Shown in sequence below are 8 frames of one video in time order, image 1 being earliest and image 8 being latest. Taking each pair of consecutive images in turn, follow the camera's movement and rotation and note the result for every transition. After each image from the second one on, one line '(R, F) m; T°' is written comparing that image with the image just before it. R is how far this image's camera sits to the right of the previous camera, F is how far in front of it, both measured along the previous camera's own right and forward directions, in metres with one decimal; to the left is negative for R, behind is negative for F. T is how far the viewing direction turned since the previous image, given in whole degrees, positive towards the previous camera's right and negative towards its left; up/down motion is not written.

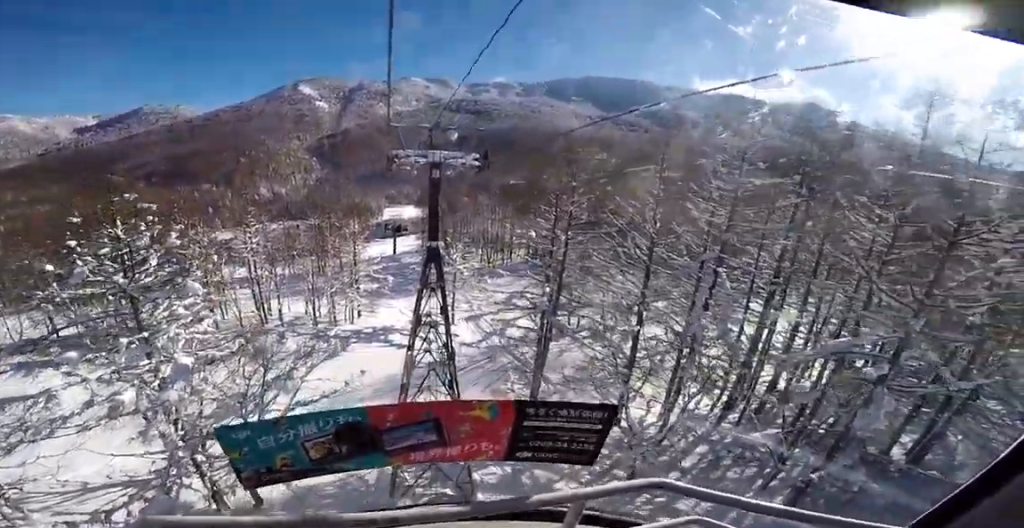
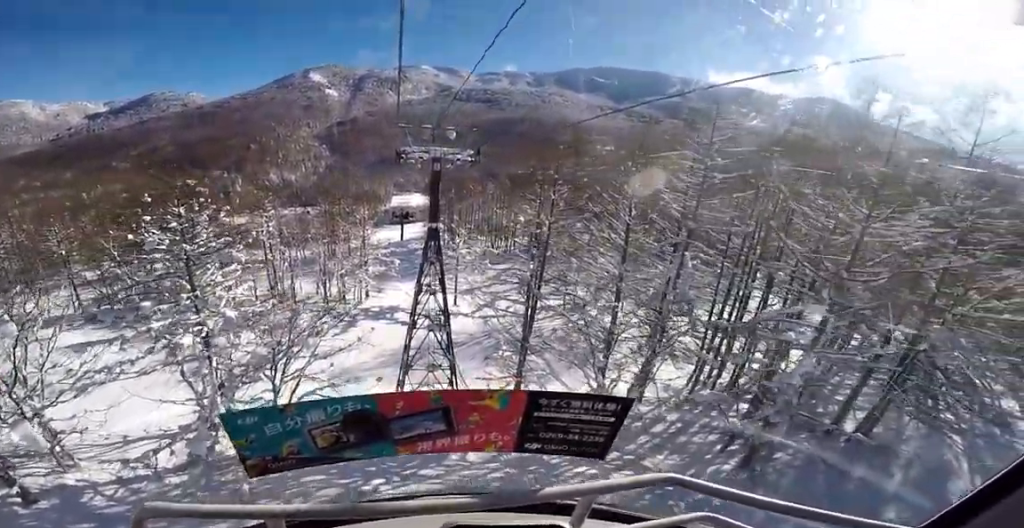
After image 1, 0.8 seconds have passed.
(0.0, +4.0) m; 0°
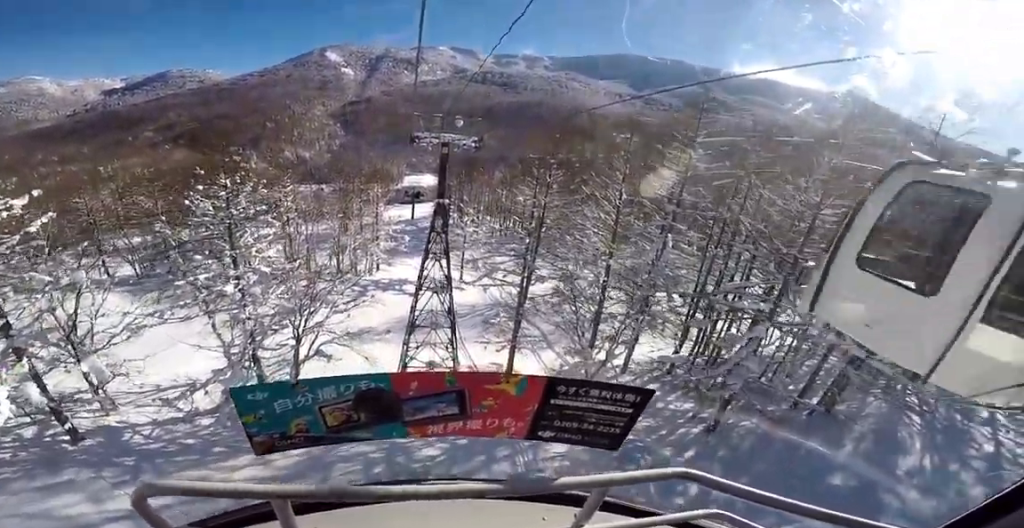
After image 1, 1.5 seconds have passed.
(0.0, +3.5) m; 0°
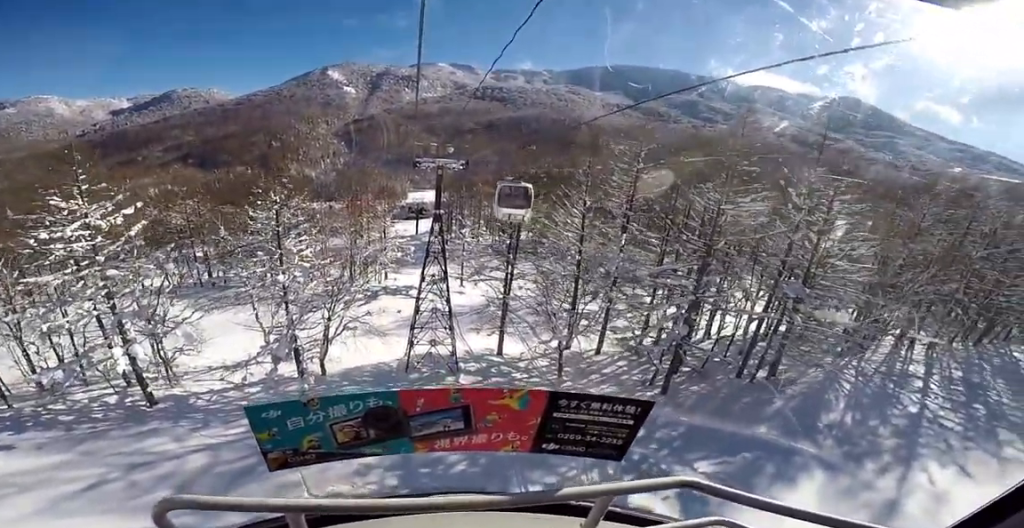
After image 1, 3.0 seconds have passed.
(0.0, +7.5) m; 0°
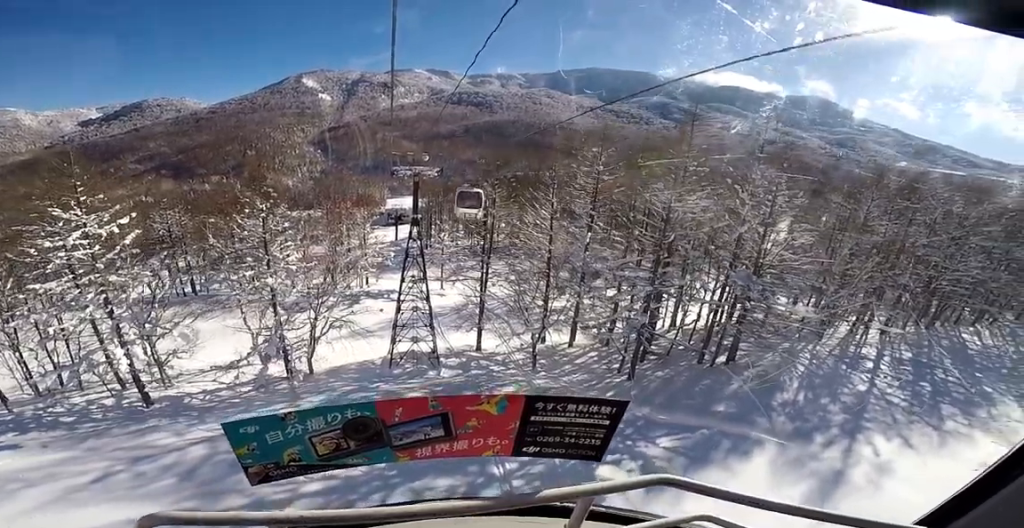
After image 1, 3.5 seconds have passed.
(0.0, +2.5) m; 0°
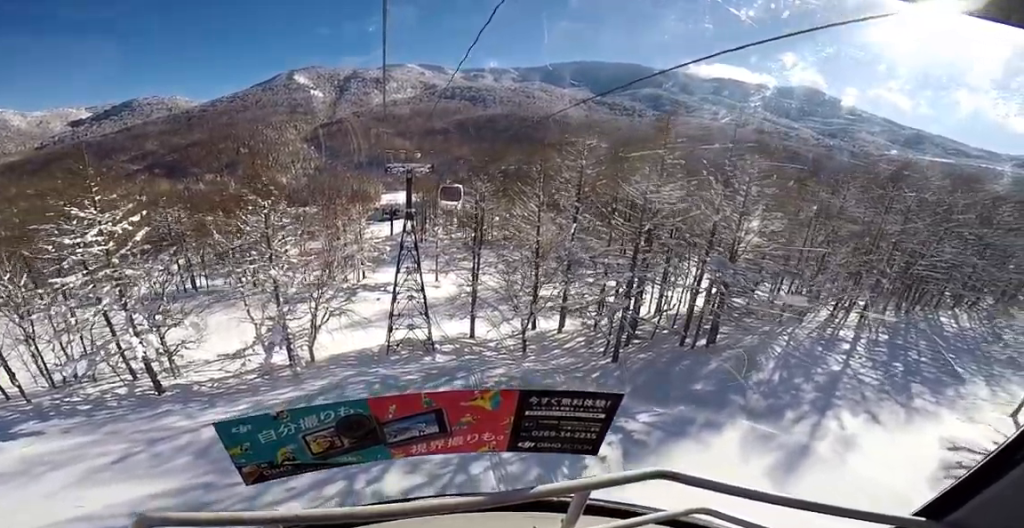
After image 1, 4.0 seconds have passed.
(0.0, +2.2) m; 0°
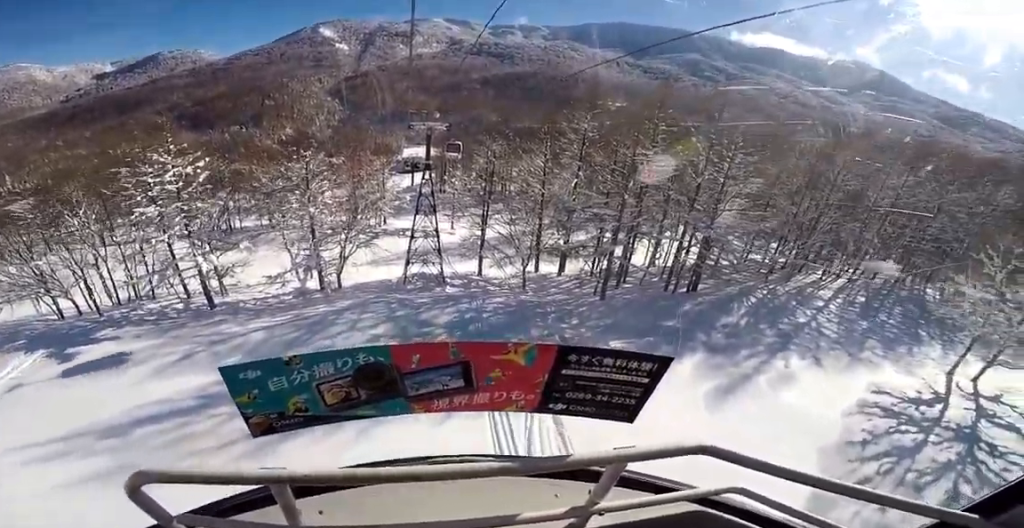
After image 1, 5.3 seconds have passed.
(0.0, +6.4) m; 0°
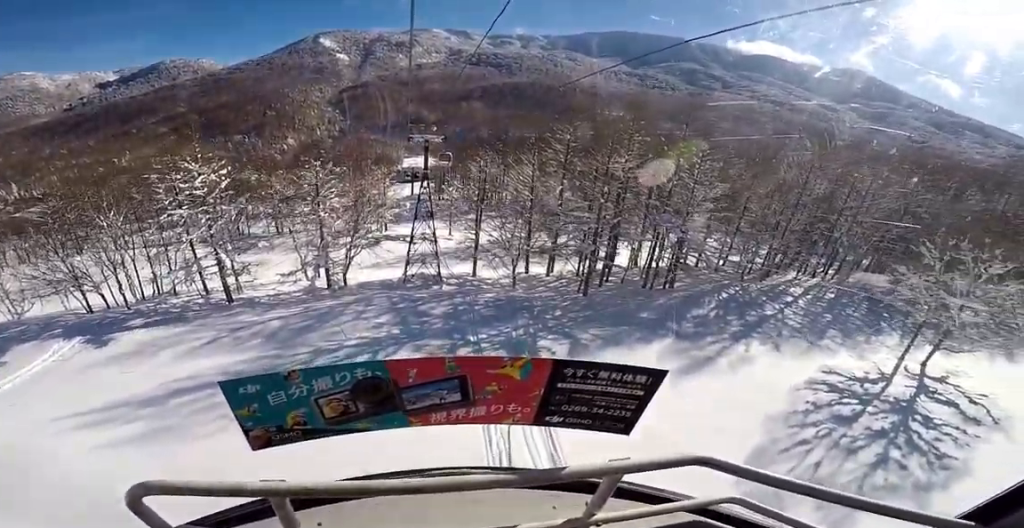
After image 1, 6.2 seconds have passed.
(0.0, +4.5) m; 0°
